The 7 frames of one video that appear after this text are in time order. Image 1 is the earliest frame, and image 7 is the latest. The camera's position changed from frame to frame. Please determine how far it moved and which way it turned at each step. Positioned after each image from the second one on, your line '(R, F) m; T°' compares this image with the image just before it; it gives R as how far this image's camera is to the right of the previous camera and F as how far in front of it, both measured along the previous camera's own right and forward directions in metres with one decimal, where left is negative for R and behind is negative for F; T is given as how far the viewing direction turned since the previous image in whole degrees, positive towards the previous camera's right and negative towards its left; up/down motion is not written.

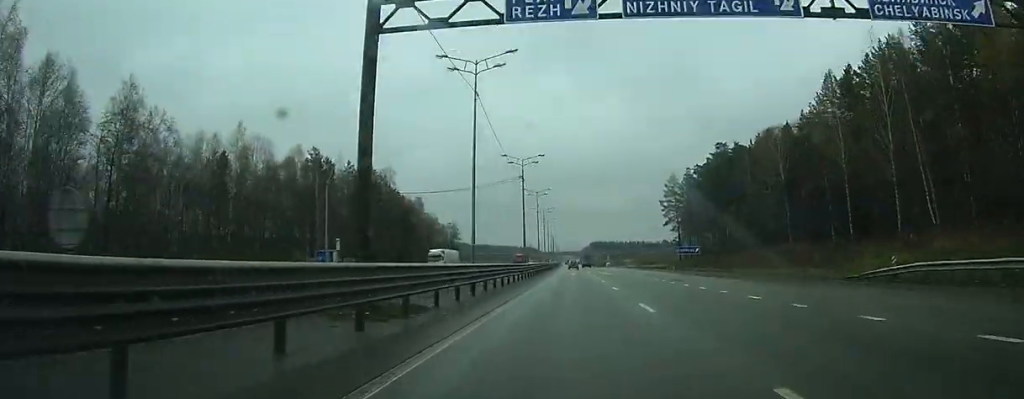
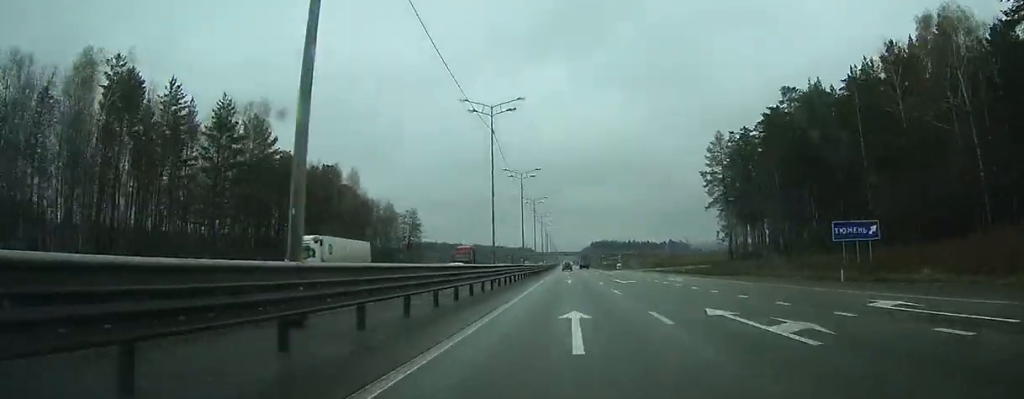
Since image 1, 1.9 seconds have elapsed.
(0.0, +50.9) m; 0°
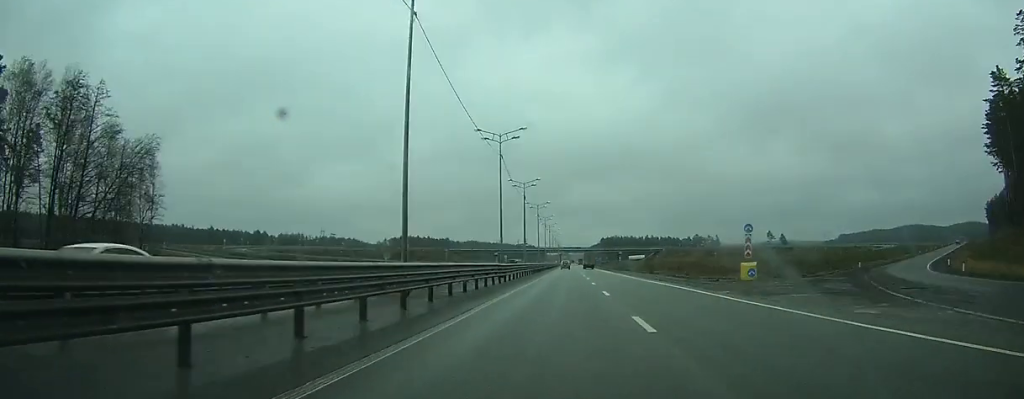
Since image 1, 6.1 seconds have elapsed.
(-1.5, +109.0) m; -1°
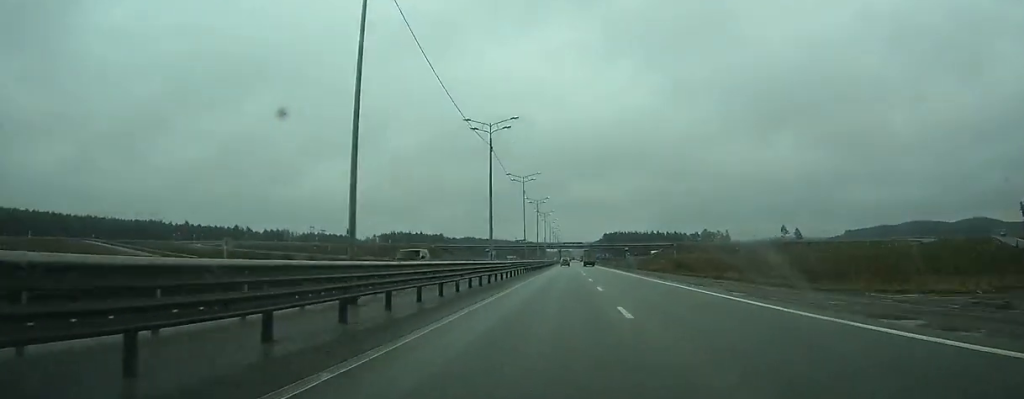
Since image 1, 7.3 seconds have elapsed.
(0.0, +33.4) m; 0°
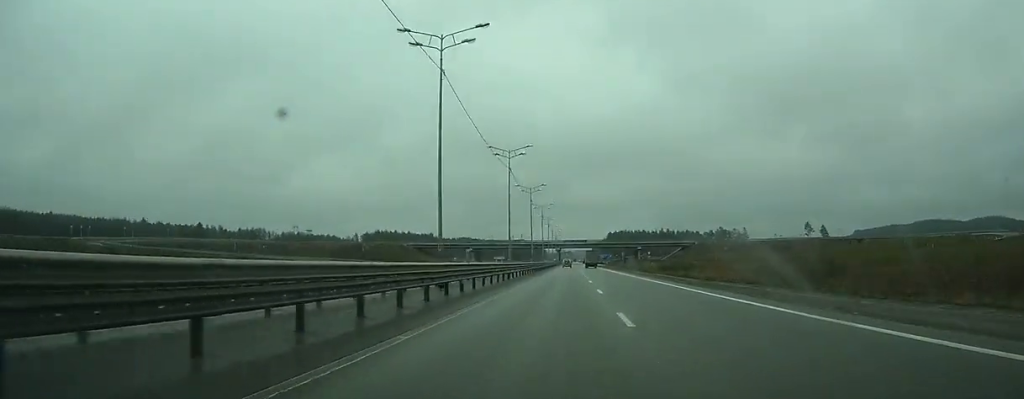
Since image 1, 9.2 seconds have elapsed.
(+0.2, +49.2) m; 0°
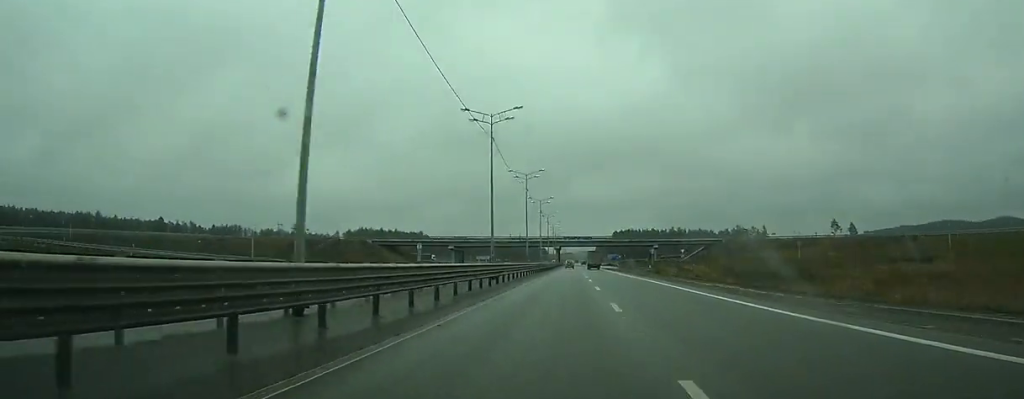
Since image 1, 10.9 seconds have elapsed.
(+0.1, +44.0) m; 0°
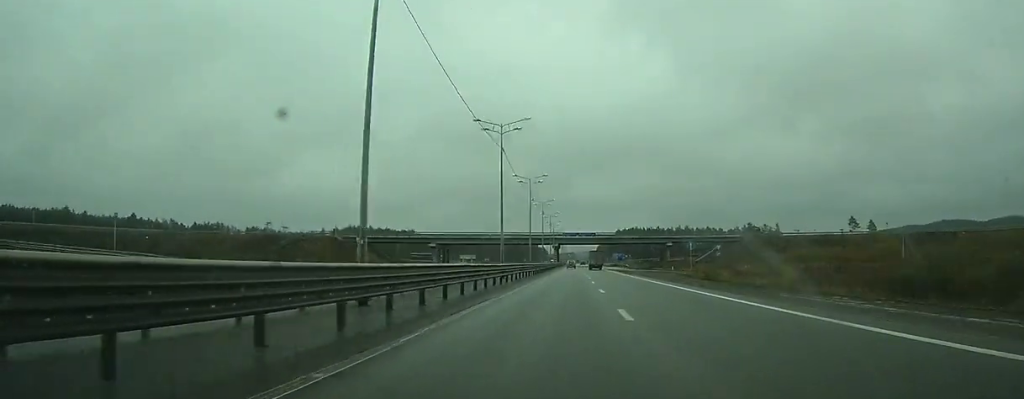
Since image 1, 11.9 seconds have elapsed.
(+0.1, +26.4) m; 0°
